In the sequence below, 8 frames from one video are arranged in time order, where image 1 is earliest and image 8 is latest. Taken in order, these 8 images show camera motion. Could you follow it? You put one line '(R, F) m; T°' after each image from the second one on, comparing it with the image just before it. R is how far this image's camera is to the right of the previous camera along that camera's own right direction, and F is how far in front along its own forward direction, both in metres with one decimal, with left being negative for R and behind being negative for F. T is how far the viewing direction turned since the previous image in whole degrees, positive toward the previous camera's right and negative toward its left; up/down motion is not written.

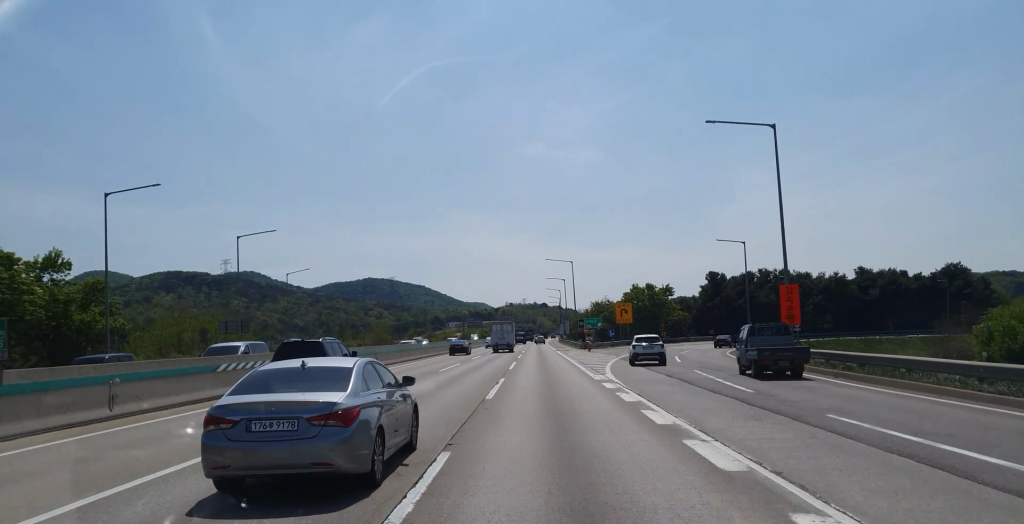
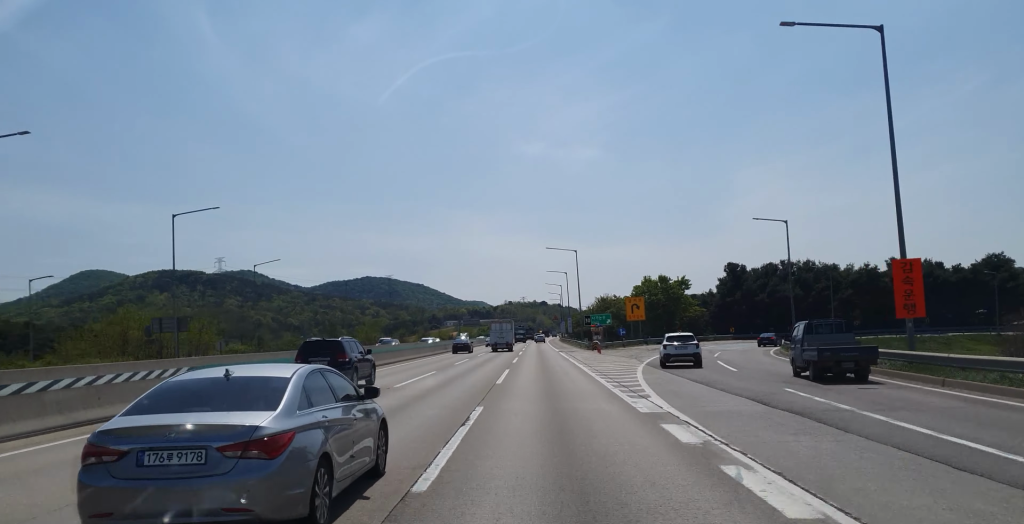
(-0.2, +12.6) m; 0°
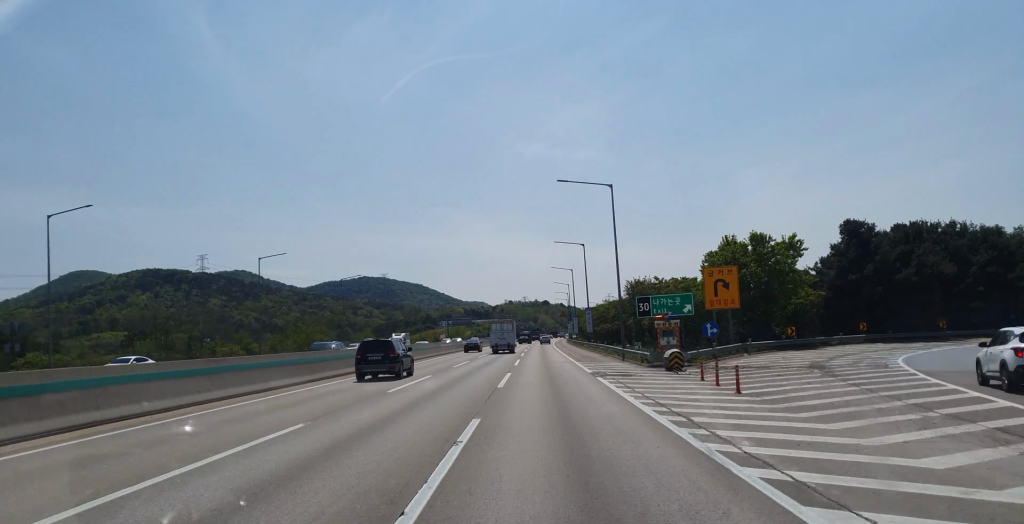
(+0.3, +42.4) m; +1°
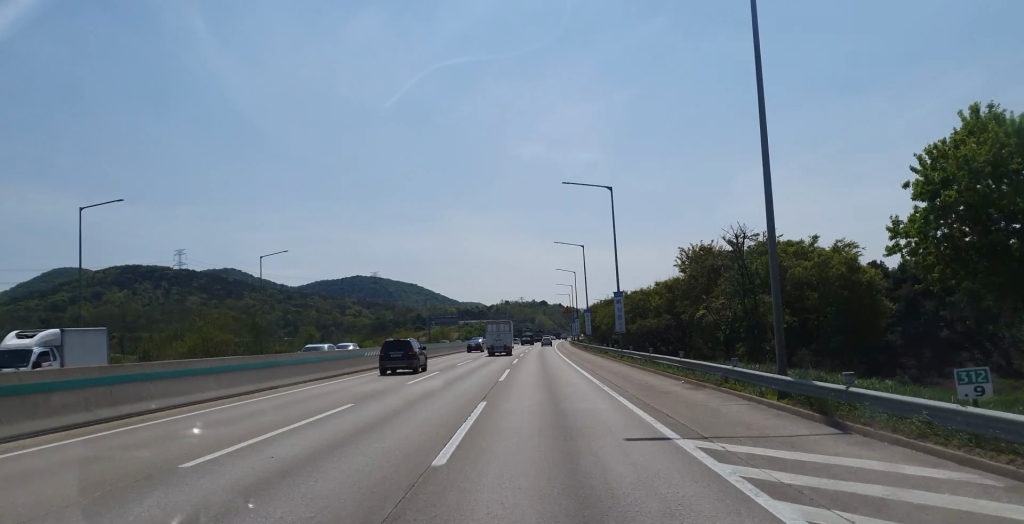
(0.0, +34.9) m; 0°
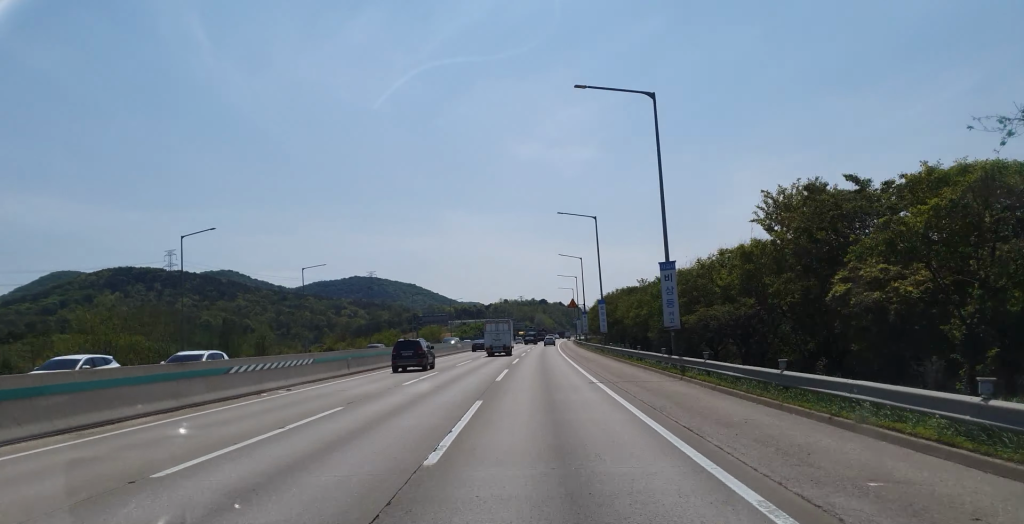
(0.0, +20.3) m; 0°
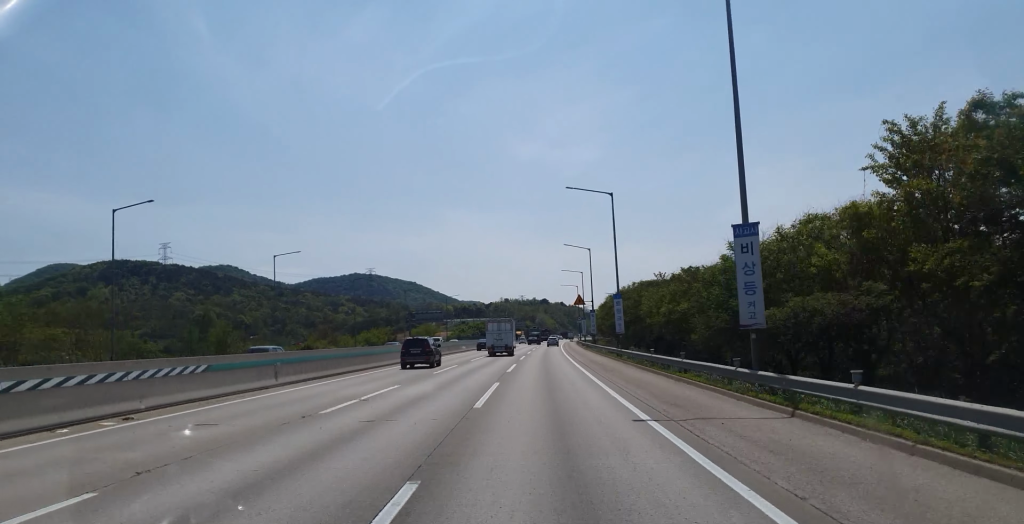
(0.0, +11.8) m; 0°
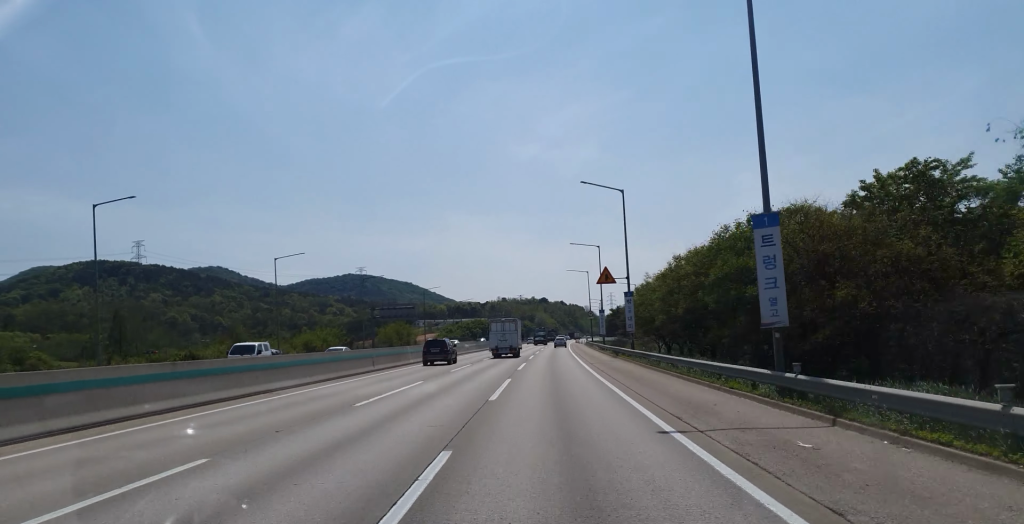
(0.0, +36.7) m; 0°
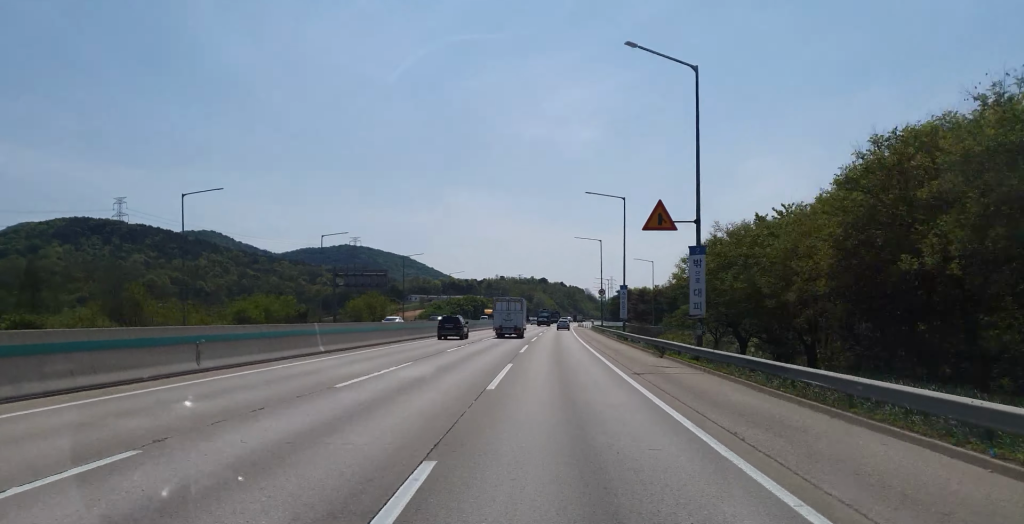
(0.0, +23.2) m; 0°
